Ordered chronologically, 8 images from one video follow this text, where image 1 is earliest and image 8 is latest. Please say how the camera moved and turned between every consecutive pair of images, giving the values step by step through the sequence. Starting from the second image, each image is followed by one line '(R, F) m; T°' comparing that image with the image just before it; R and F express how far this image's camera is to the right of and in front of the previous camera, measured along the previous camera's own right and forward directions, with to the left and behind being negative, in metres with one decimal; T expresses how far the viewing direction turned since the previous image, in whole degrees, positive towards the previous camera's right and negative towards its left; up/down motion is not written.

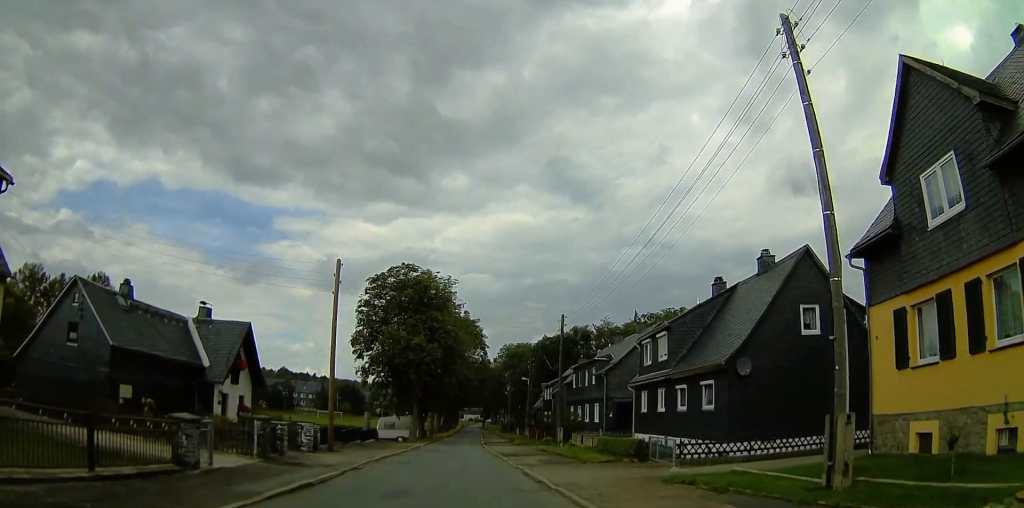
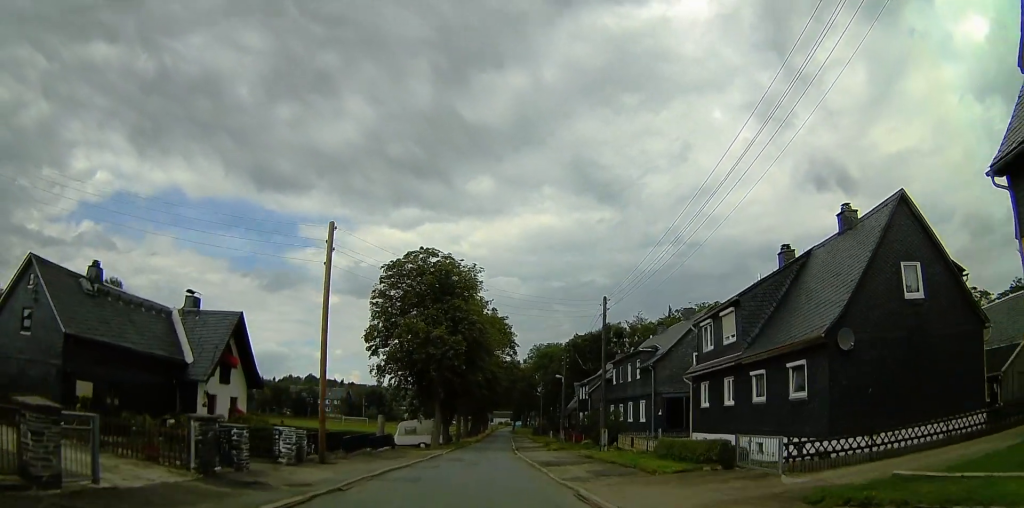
(+0.1, +5.2) m; +2°
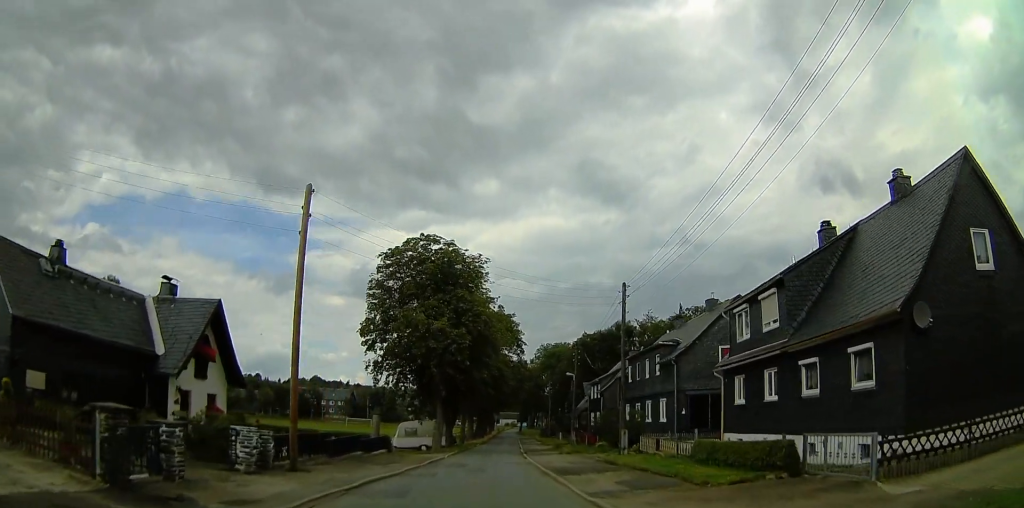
(0.0, +3.7) m; +2°
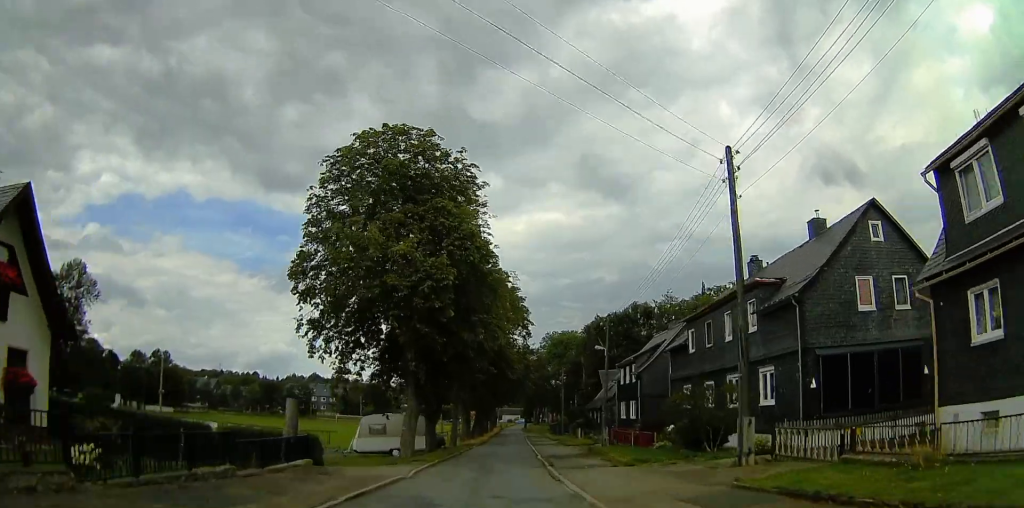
(+0.8, +14.4) m; +5°
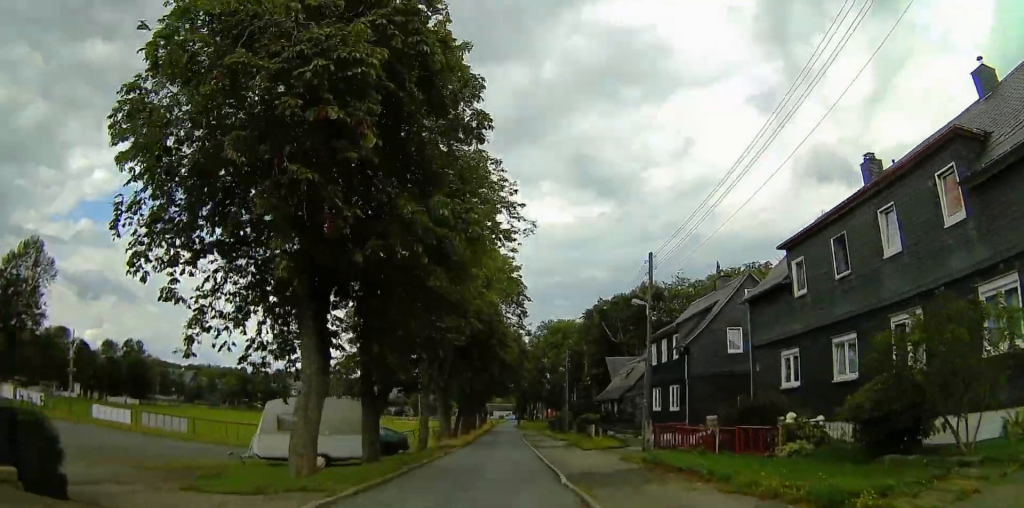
(0.0, +13.6) m; 0°
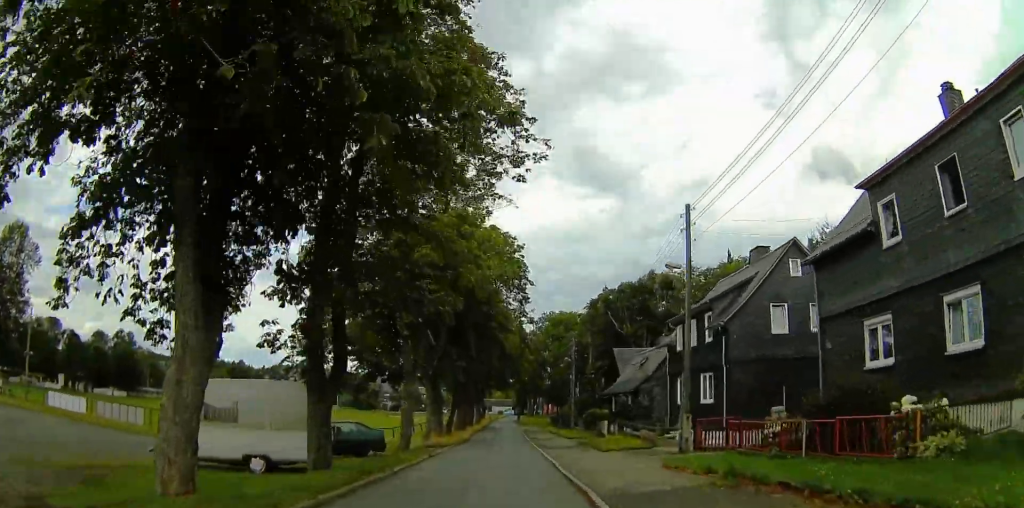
(0.0, +5.8) m; 0°
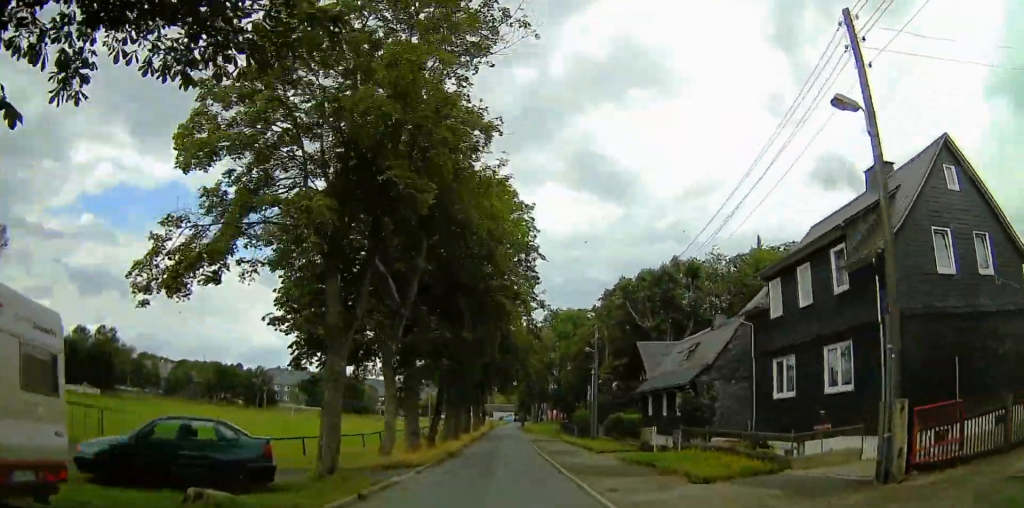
(0.0, +12.4) m; 0°
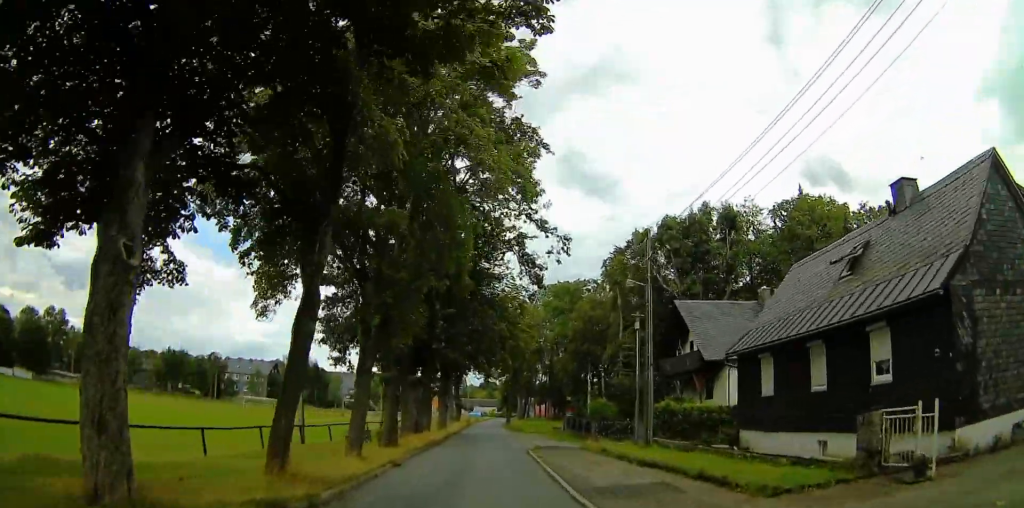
(0.0, +18.6) m; -6°
